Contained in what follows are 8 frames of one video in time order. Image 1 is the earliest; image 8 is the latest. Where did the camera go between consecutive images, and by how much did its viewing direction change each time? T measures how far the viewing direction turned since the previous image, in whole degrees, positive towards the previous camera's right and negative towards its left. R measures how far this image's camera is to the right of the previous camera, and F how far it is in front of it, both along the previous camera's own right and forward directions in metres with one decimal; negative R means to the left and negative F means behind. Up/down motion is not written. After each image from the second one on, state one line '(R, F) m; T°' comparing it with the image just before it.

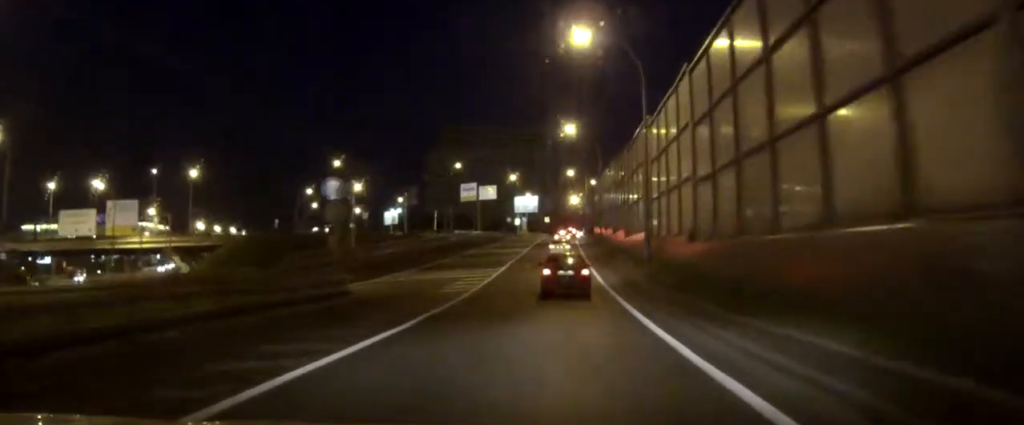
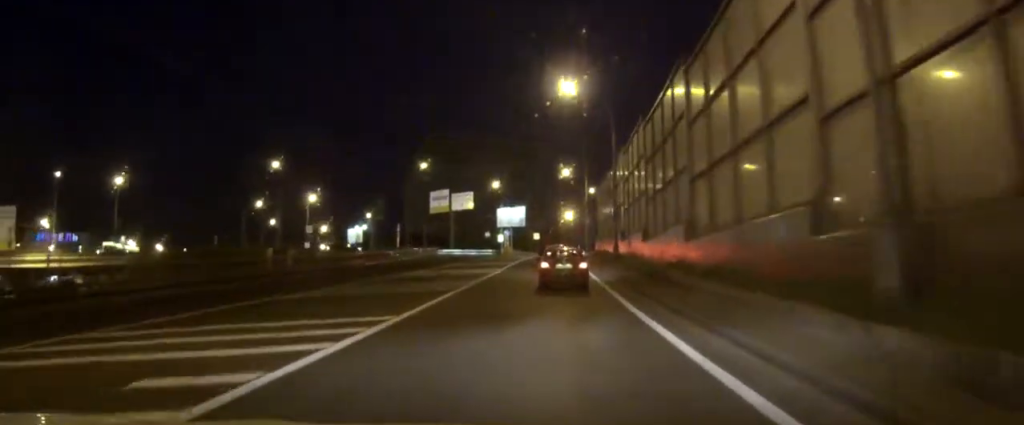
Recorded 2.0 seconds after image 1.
(-0.1, +26.2) m; 0°
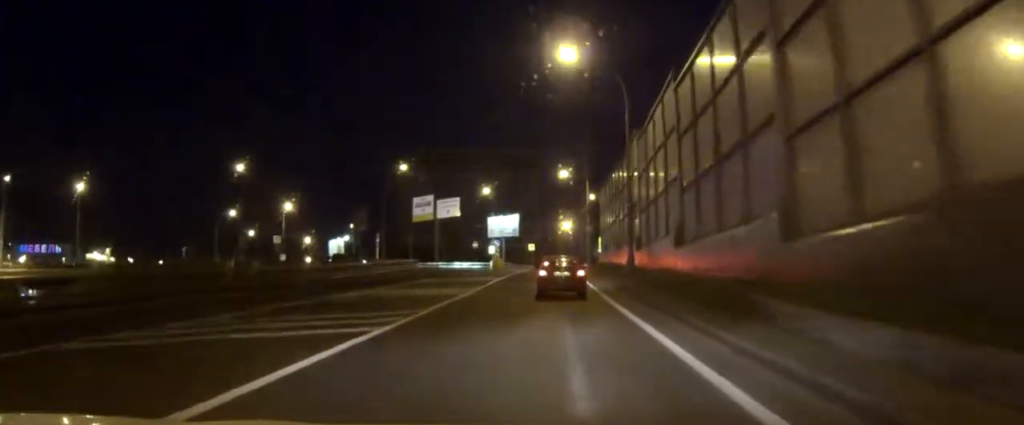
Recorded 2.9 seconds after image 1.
(0.0, +11.8) m; +1°
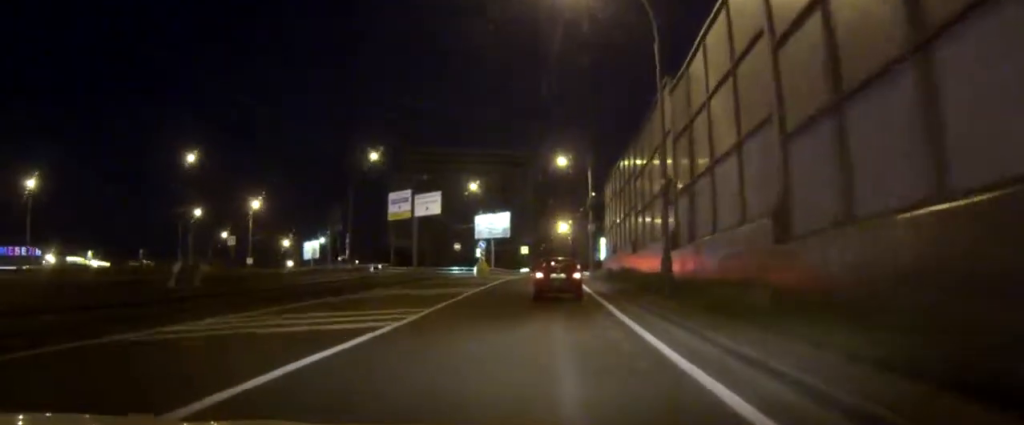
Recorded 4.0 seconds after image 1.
(+0.2, +13.4) m; +1°
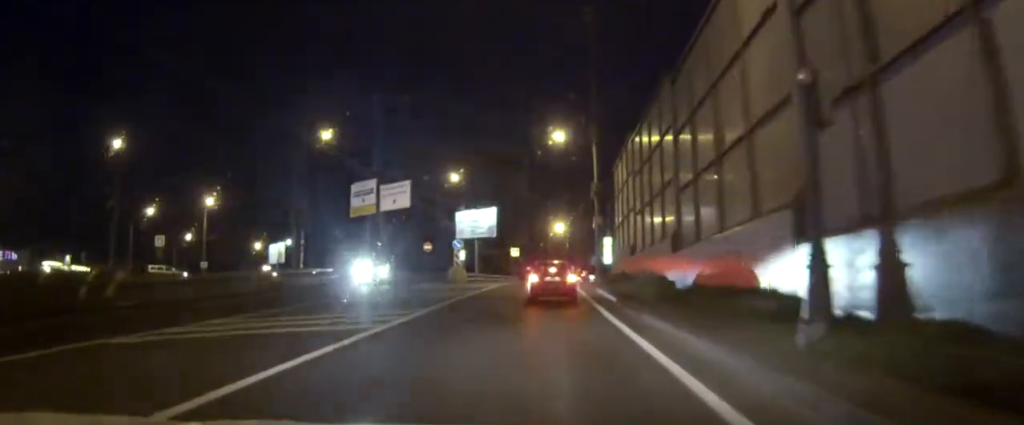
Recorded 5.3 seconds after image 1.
(+0.2, +15.3) m; 0°
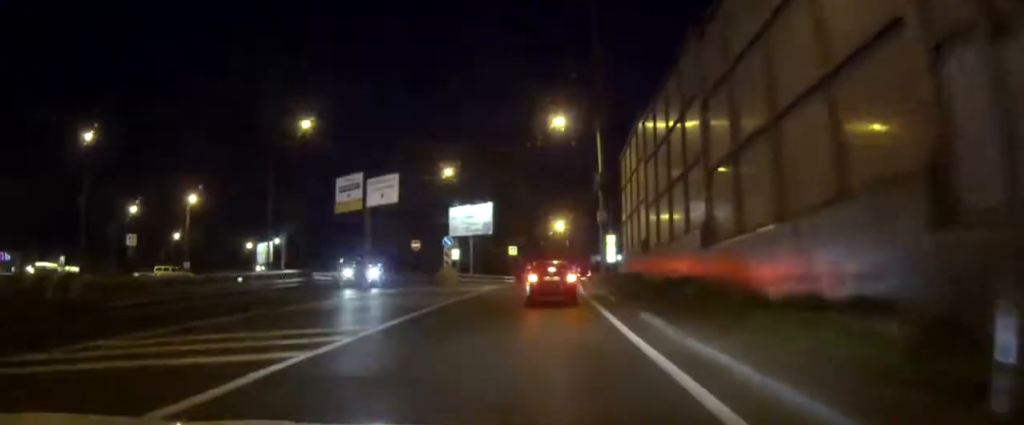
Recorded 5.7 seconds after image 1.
(0.0, +5.3) m; 0°
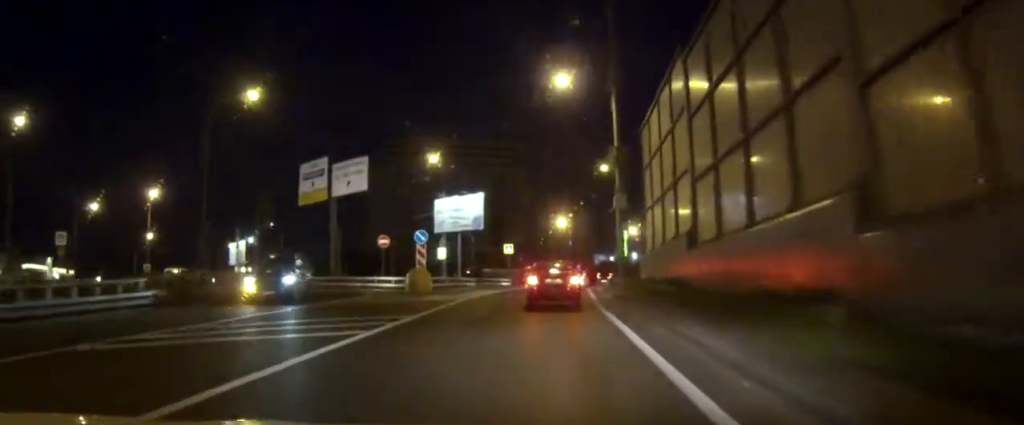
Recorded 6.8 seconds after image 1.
(-0.1, +11.2) m; 0°
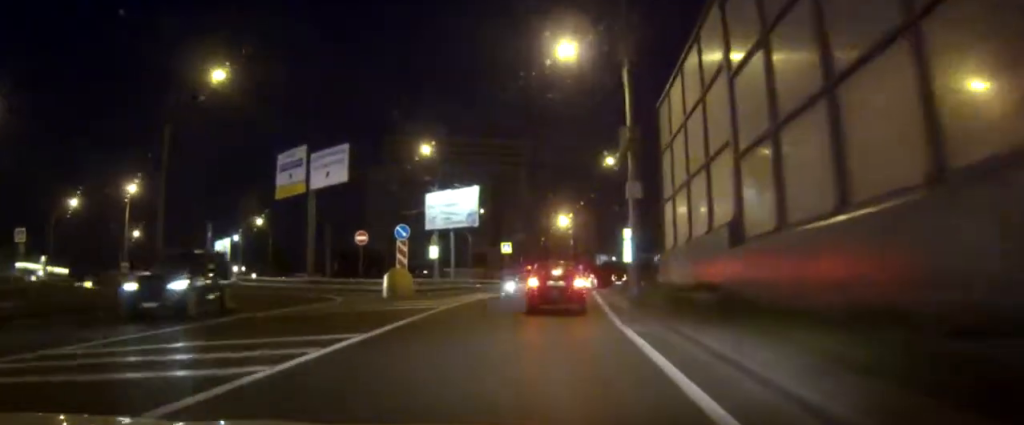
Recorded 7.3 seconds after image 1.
(0.0, +5.5) m; 0°
